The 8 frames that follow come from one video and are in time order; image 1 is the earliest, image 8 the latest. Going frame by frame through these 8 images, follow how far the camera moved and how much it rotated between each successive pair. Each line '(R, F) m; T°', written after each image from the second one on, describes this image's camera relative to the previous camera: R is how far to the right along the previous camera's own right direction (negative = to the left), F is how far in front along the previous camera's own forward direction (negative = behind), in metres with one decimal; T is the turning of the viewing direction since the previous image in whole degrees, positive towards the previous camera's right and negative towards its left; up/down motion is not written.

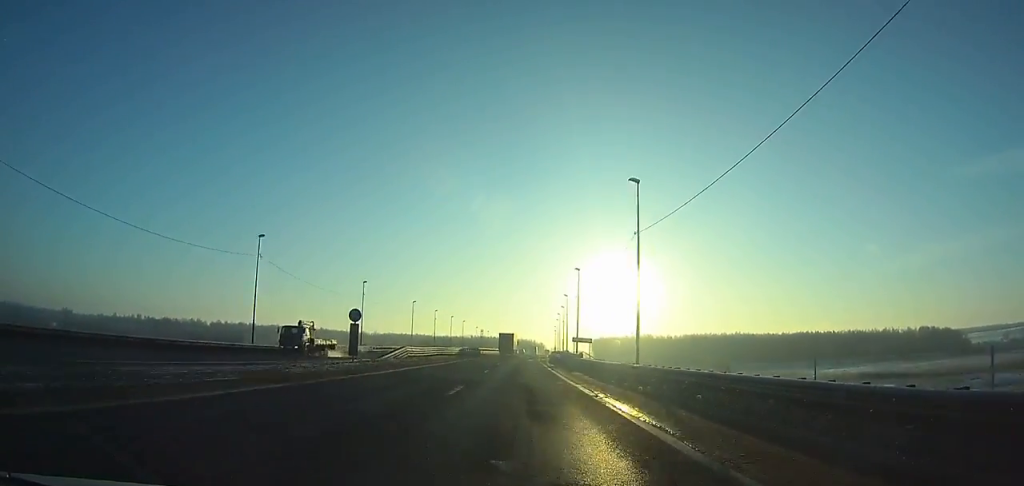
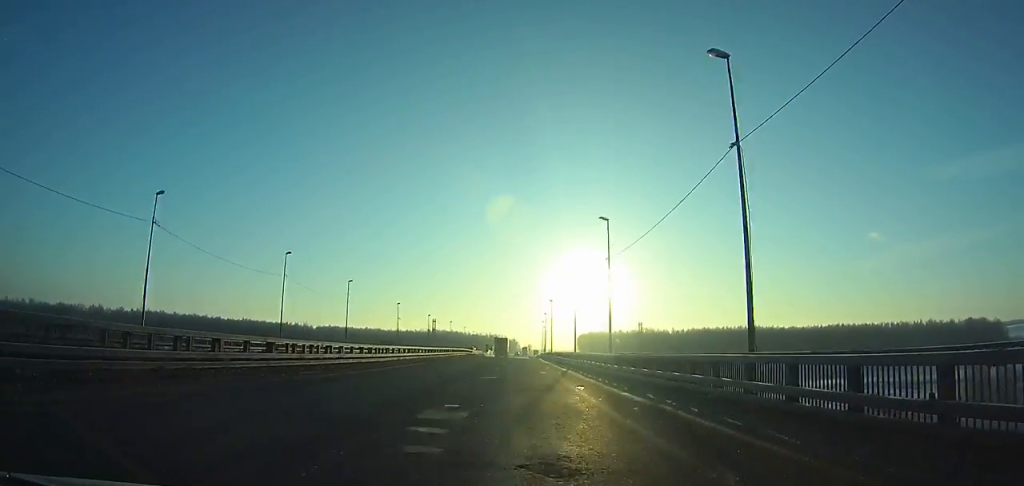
(+1.7, +107.0) m; +2°
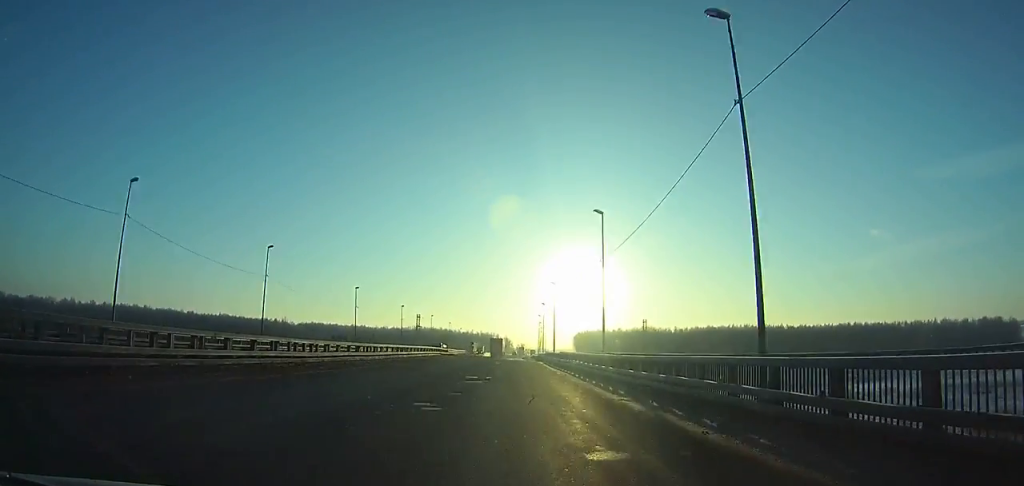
(+0.1, +26.0) m; 0°
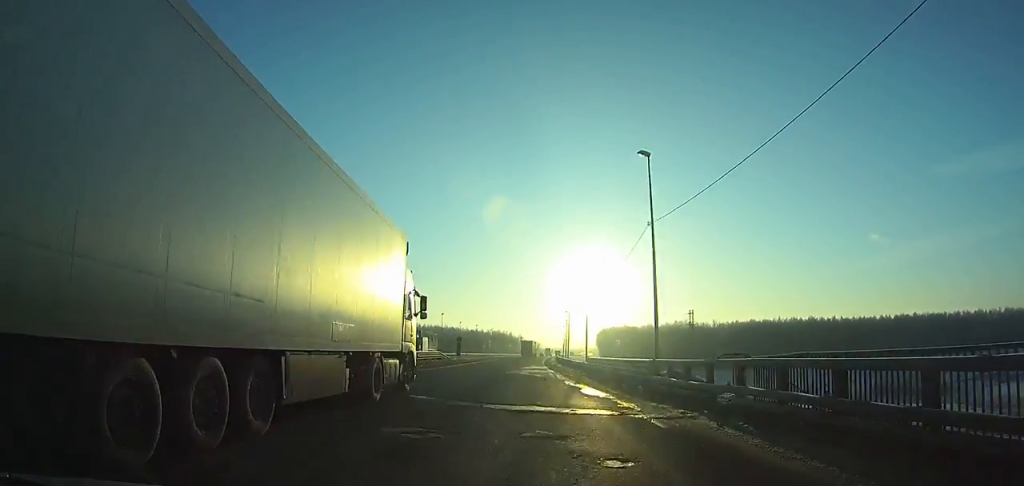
(+0.1, +51.9) m; +1°
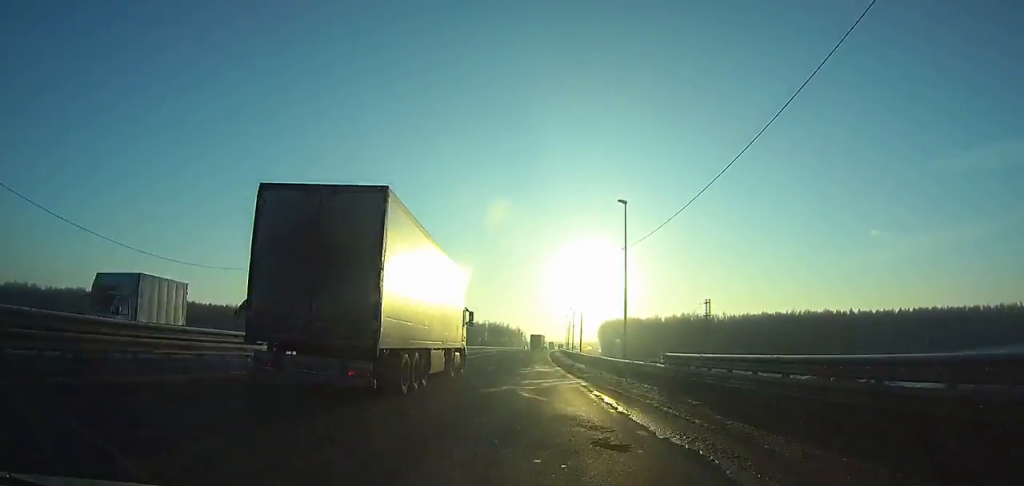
(+0.1, +22.3) m; 0°
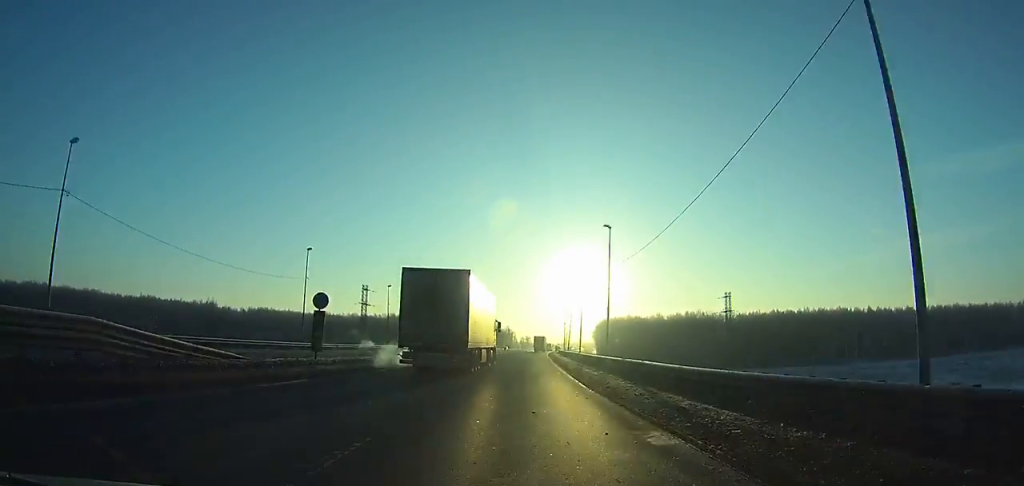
(0.0, +28.0) m; +1°
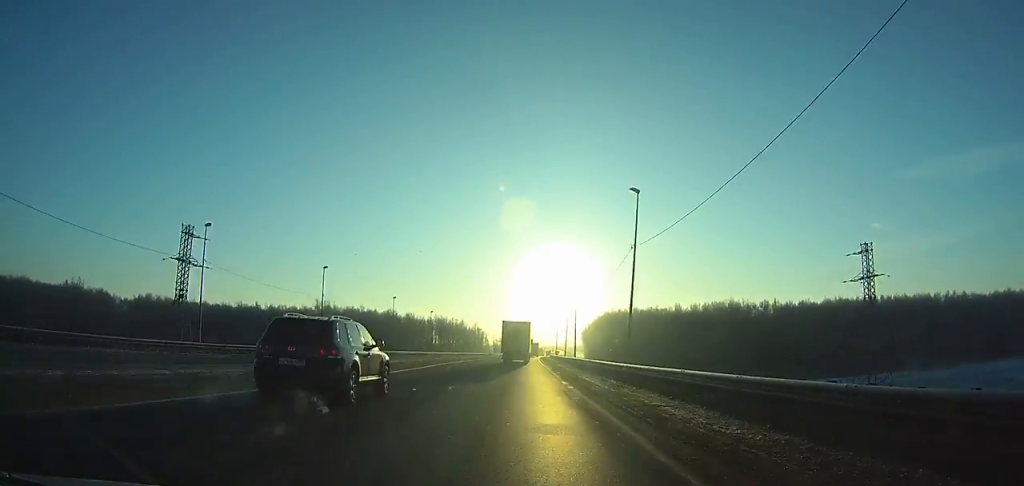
(+1.3, +81.7) m; +2°
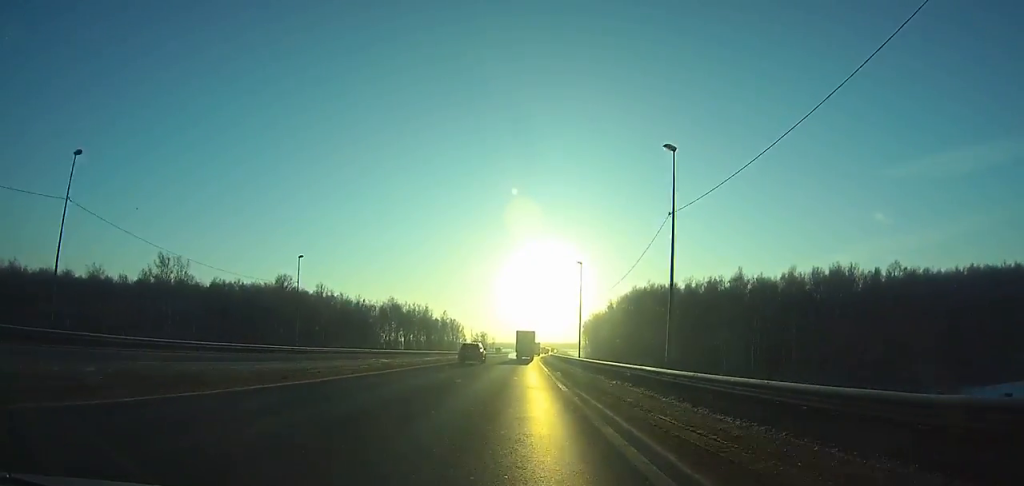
(+1.0, +78.6) m; +2°
